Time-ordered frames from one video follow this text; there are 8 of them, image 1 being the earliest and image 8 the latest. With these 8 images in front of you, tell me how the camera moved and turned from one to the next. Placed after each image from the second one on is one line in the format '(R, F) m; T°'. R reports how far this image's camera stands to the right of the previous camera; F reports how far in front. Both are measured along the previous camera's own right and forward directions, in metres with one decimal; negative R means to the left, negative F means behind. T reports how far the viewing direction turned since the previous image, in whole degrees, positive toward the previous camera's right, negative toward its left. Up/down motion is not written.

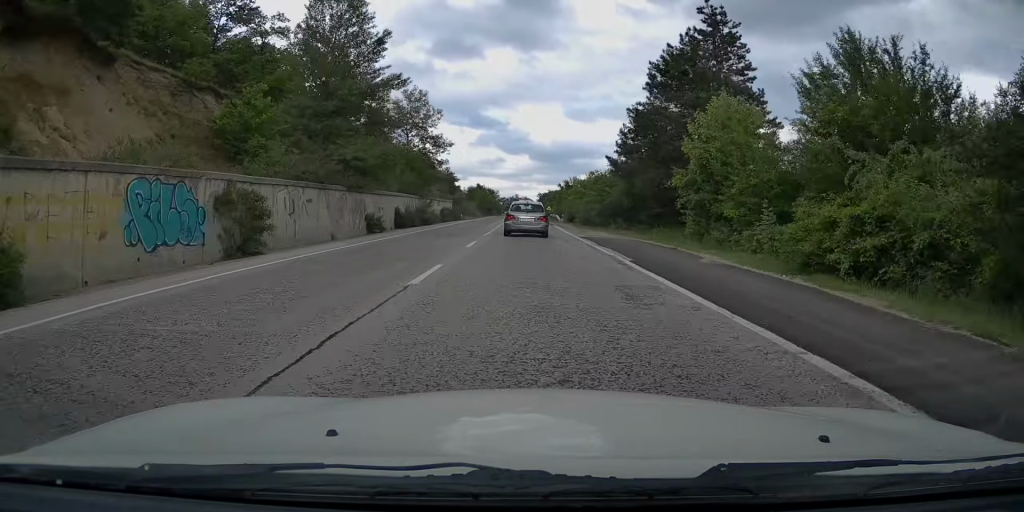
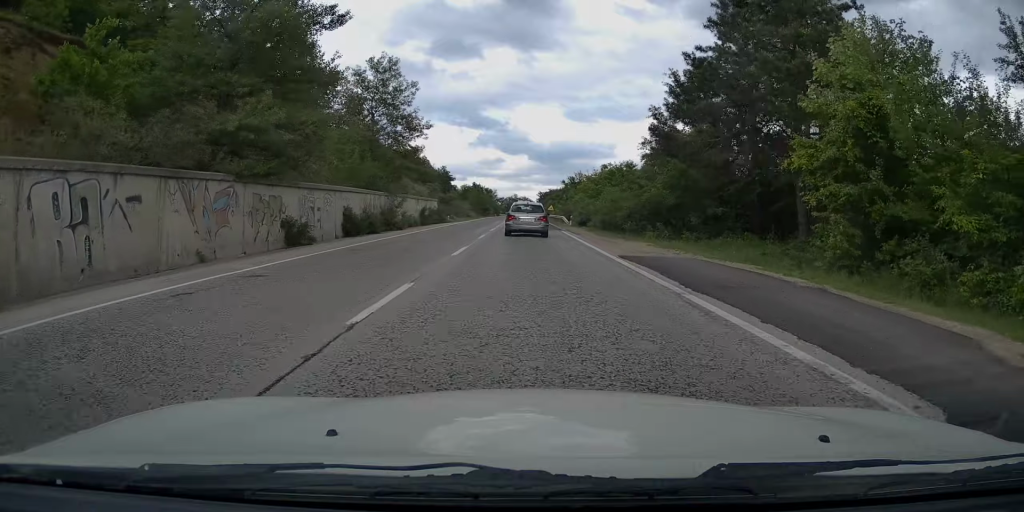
(0.0, +11.8) m; 0°
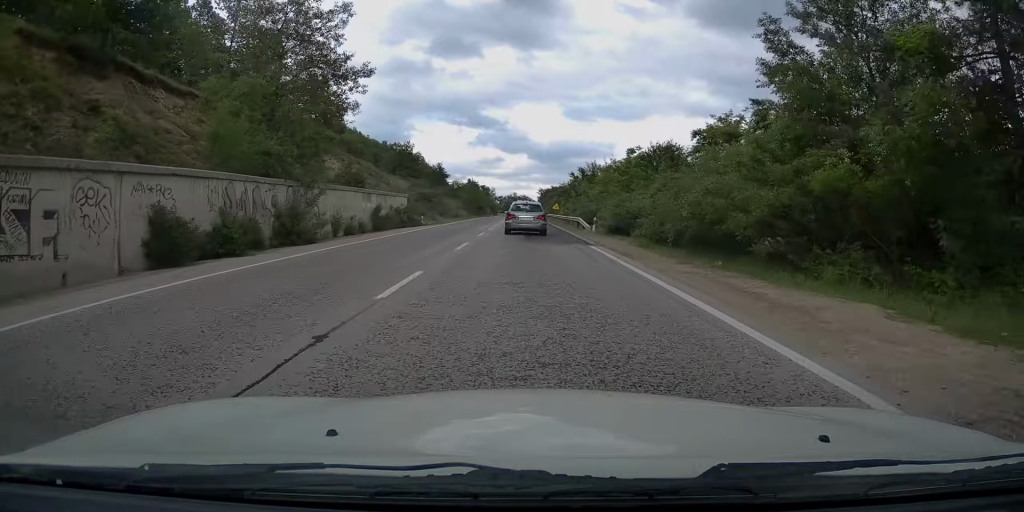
(0.0, +16.3) m; 0°
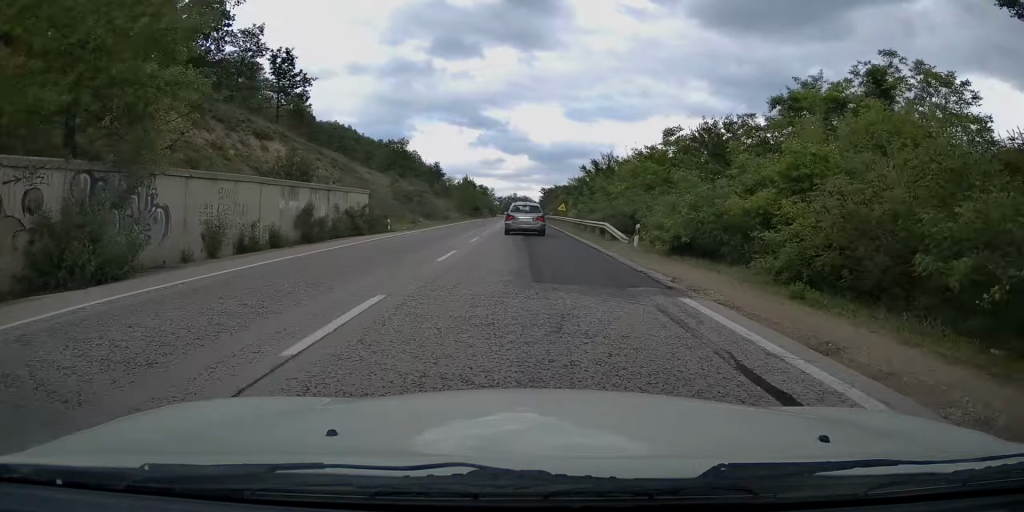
(0.0, +12.0) m; 0°
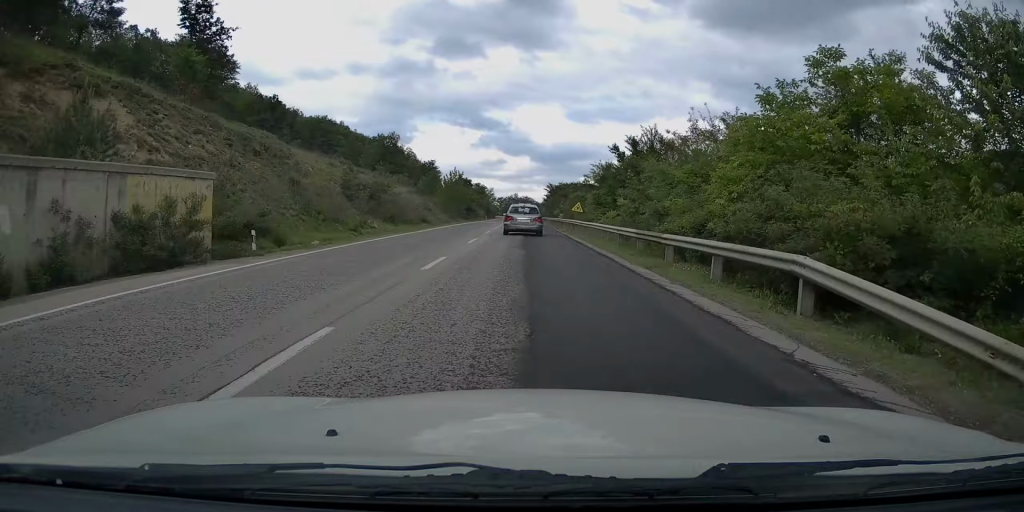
(0.0, +18.4) m; 0°
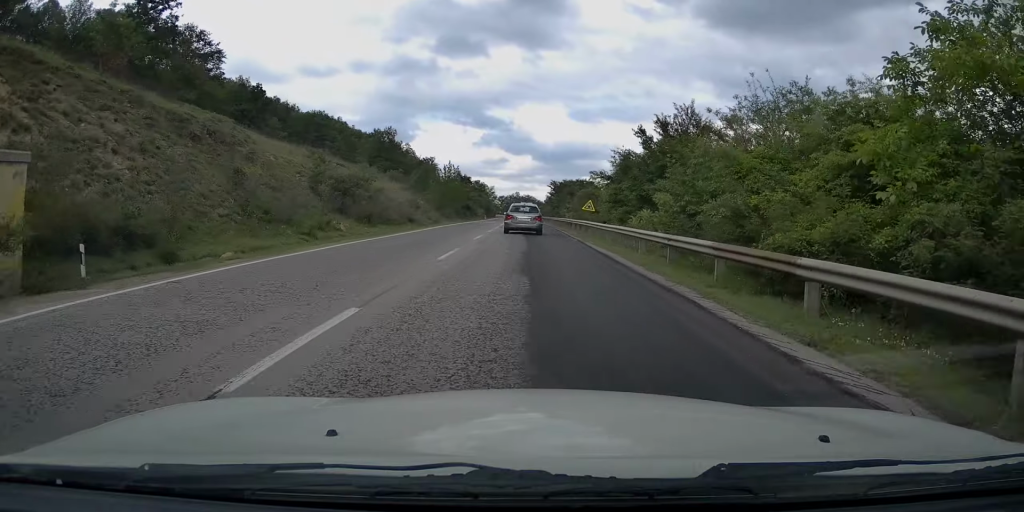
(0.0, +7.6) m; 0°
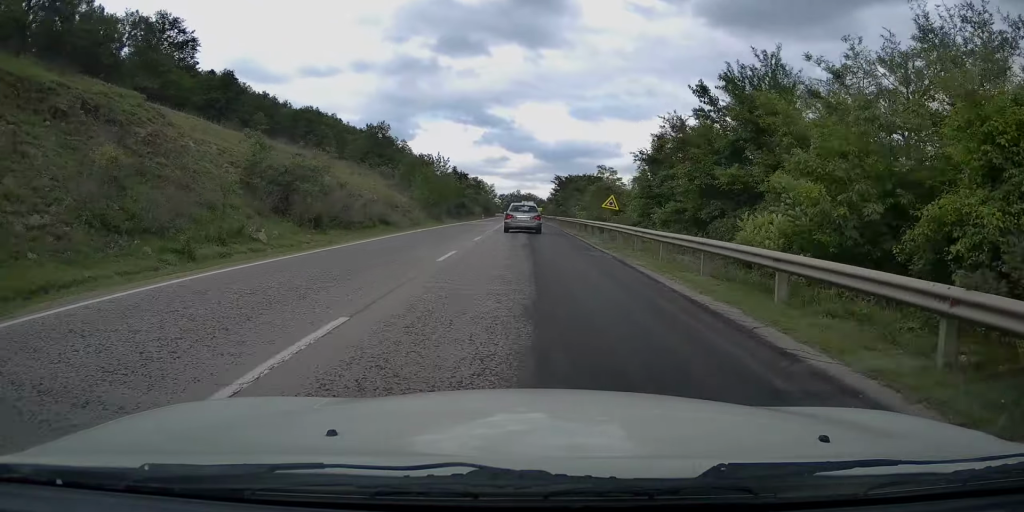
(0.0, +10.3) m; -1°
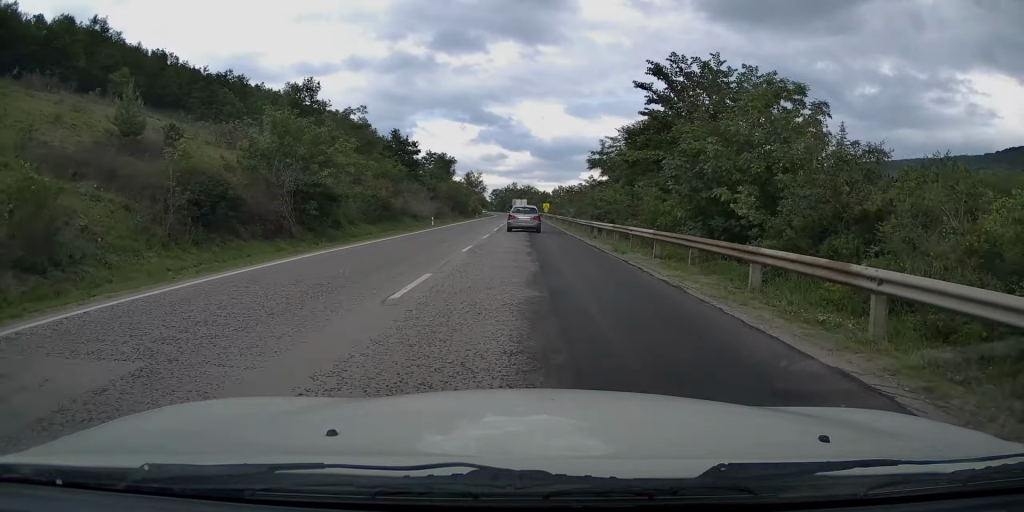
(-0.3, +59.0) m; +1°
